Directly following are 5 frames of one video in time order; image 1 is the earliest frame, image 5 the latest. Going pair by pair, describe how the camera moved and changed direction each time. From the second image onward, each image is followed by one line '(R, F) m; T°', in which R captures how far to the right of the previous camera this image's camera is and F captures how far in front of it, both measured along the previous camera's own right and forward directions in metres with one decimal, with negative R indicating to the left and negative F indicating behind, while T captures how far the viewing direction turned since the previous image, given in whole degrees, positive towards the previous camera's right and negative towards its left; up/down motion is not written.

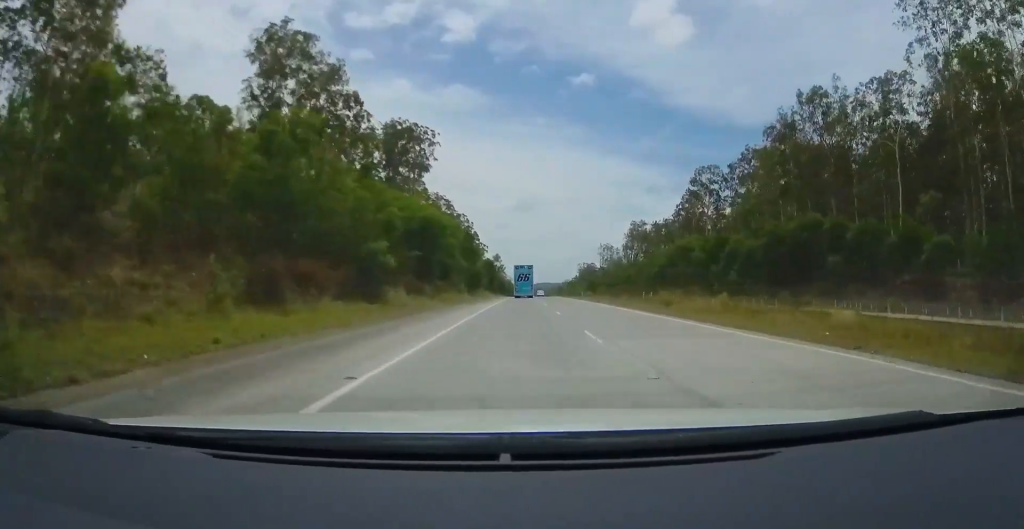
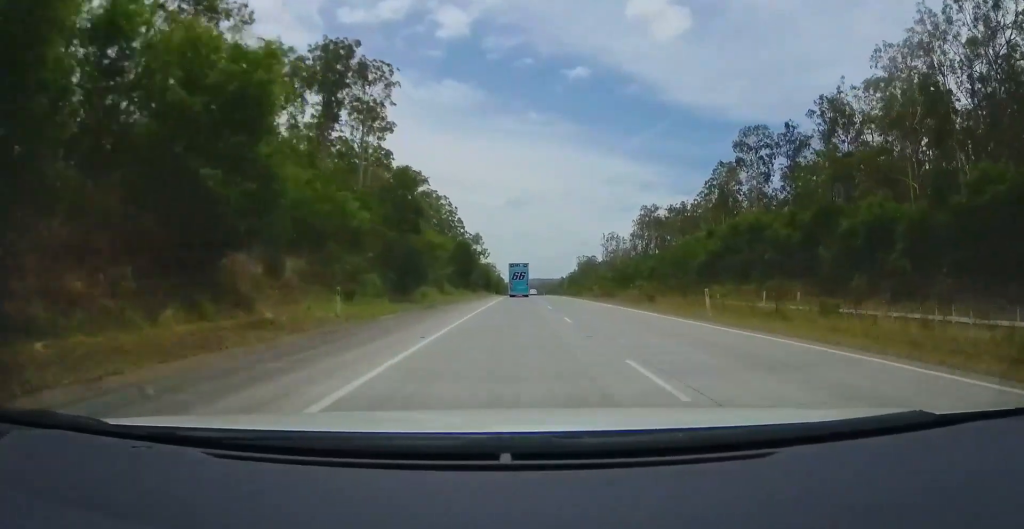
(+0.4, +40.4) m; +2°
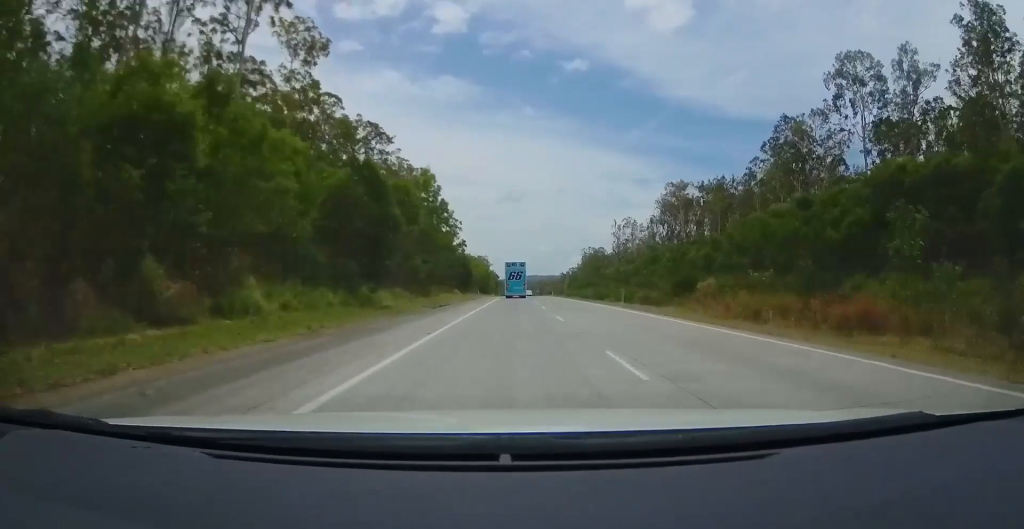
(+0.6, +44.3) m; 0°
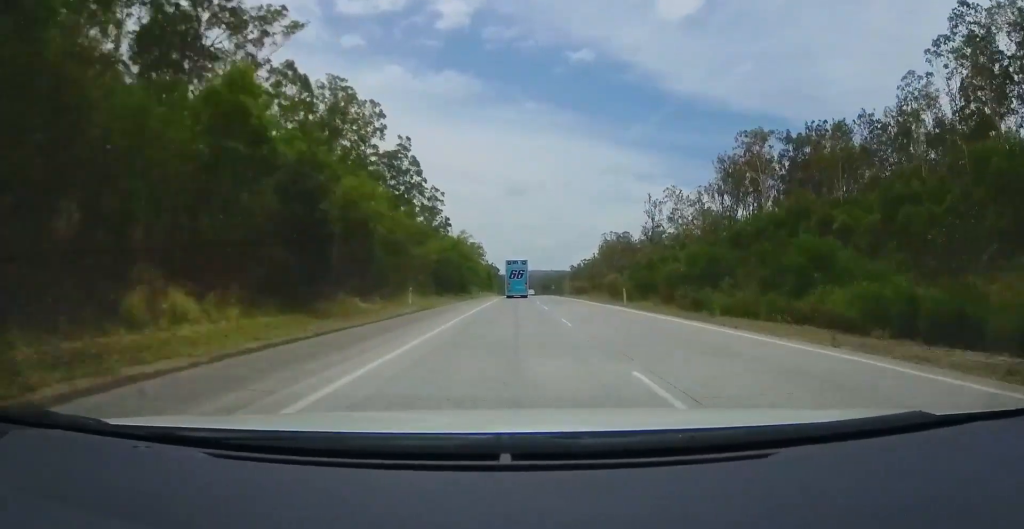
(-1.0, +60.3) m; -1°
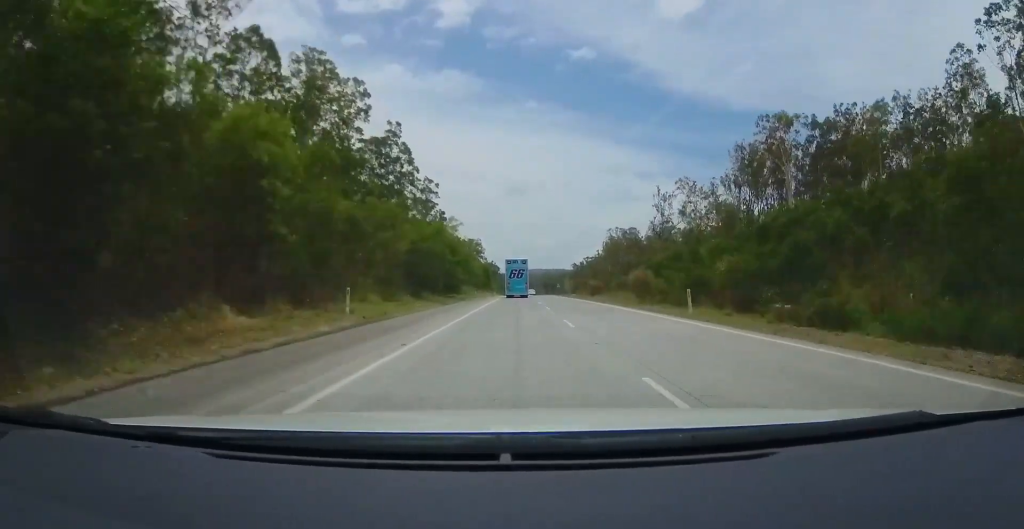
(0.0, +12.1) m; 0°
